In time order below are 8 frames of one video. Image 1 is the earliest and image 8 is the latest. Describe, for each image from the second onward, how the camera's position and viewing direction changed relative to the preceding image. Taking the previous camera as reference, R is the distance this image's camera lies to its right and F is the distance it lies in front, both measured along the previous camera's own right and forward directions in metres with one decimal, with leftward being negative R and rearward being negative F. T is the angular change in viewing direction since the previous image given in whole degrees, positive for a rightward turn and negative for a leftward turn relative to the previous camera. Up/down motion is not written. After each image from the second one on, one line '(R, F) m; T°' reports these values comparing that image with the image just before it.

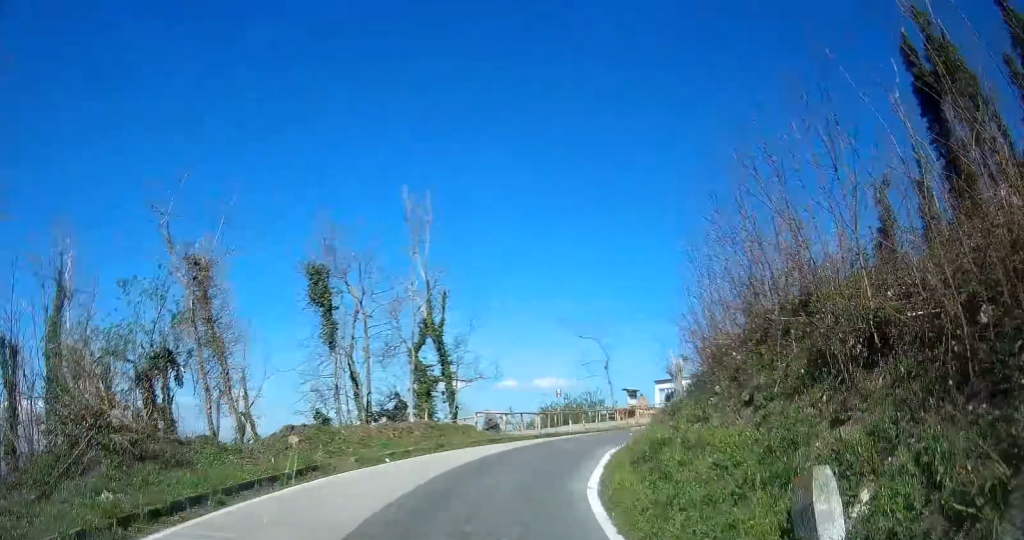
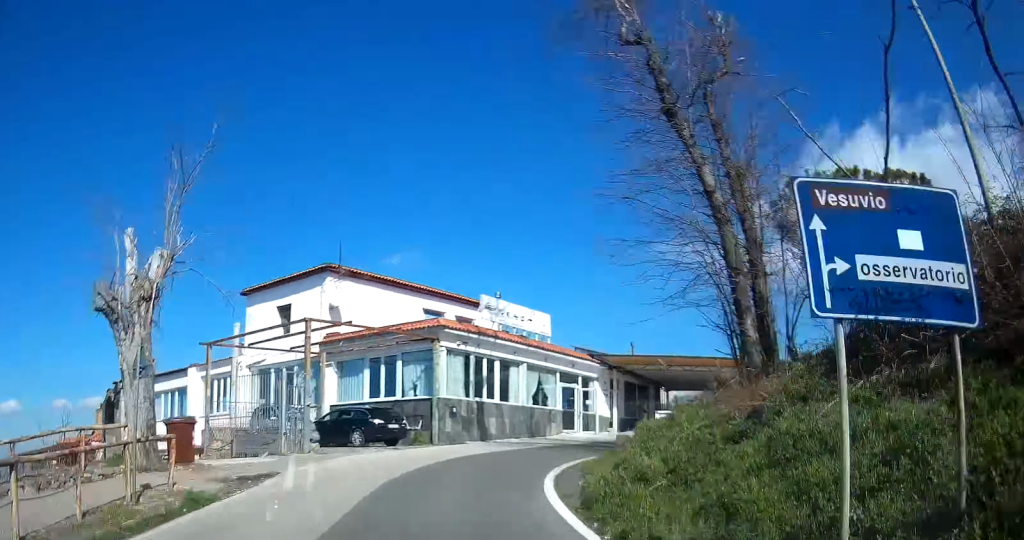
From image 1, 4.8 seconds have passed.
(+2.6, +32.1) m; +32°
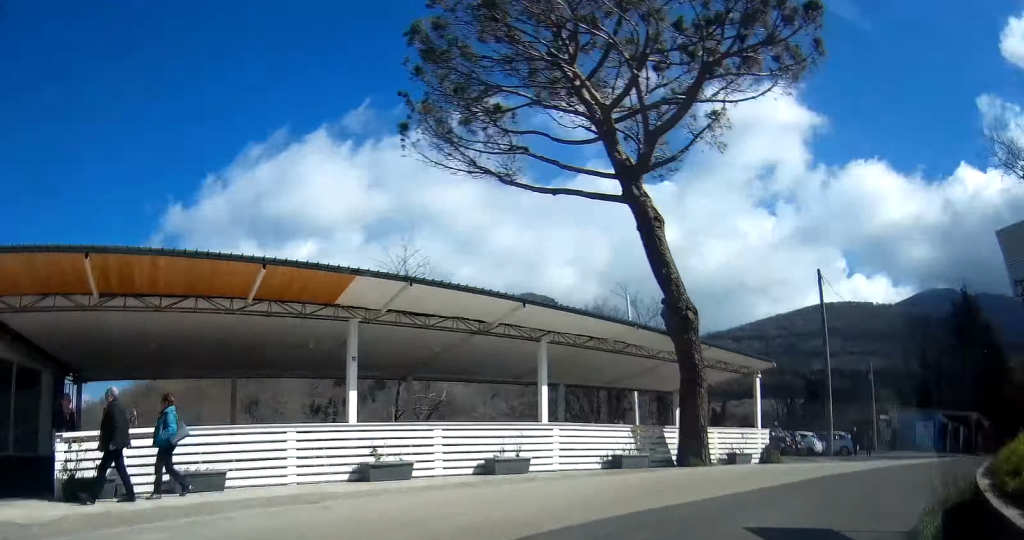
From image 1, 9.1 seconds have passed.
(+12.7, +22.5) m; +55°
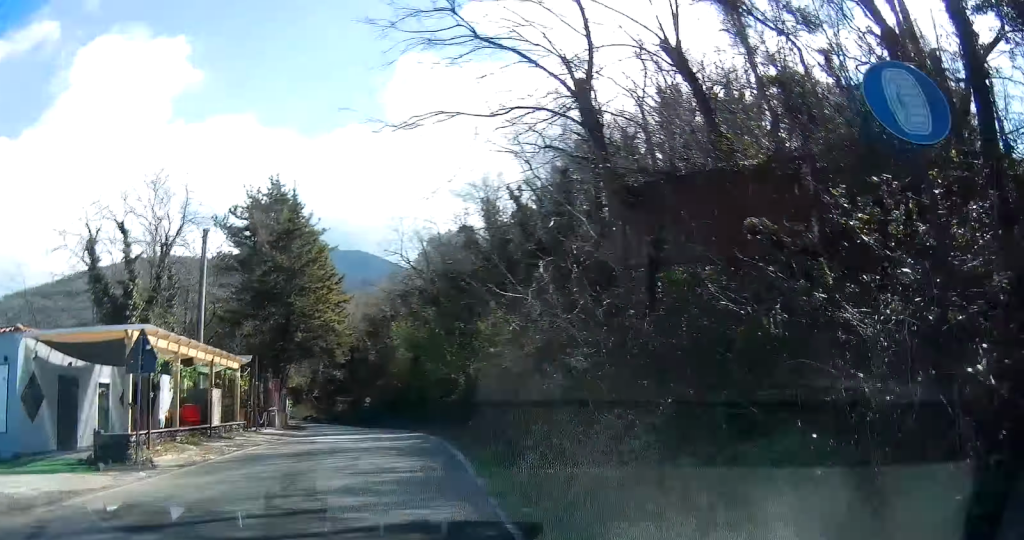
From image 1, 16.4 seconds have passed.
(+27.8, +43.2) m; +35°
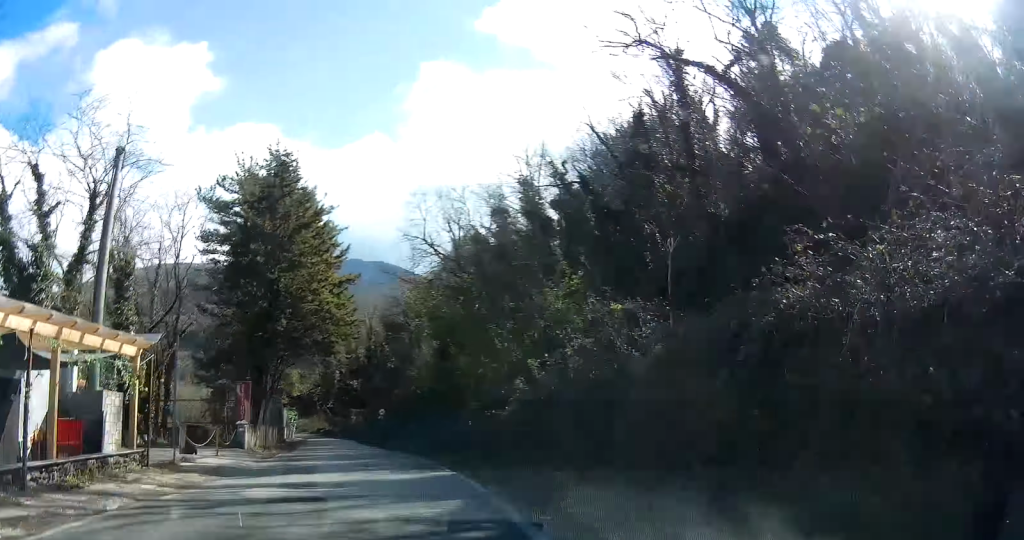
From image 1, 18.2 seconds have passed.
(0.0, +14.8) m; -2°
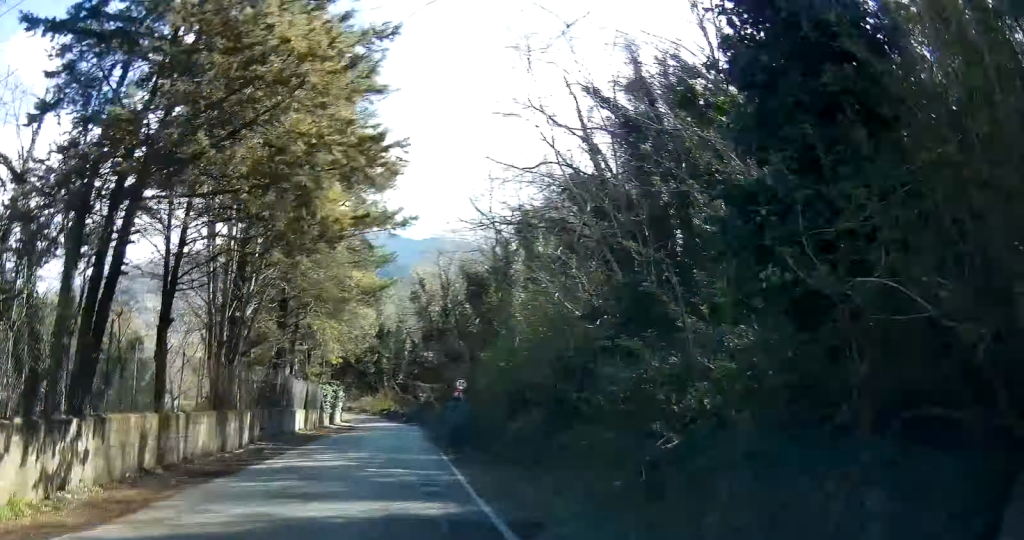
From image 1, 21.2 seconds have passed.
(-1.0, +26.6) m; -5°
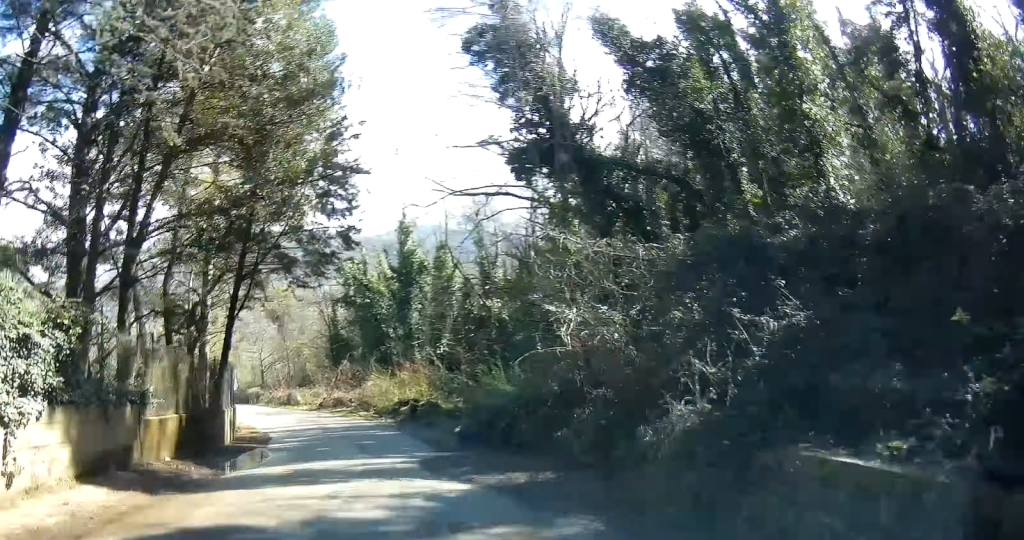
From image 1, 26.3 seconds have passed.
(-4.0, +50.9) m; -16°
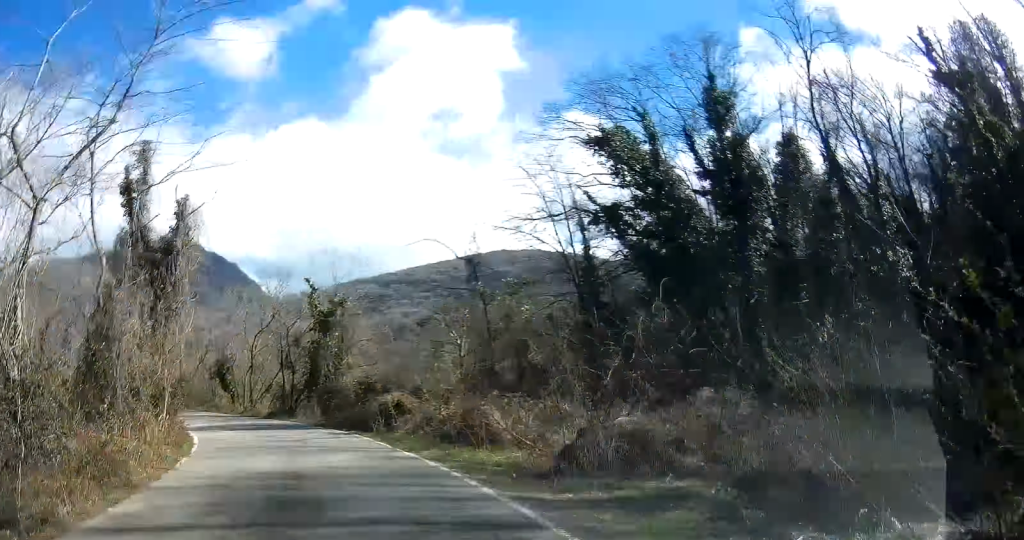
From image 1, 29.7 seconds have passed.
(-1.0, +35.2) m; -17°
